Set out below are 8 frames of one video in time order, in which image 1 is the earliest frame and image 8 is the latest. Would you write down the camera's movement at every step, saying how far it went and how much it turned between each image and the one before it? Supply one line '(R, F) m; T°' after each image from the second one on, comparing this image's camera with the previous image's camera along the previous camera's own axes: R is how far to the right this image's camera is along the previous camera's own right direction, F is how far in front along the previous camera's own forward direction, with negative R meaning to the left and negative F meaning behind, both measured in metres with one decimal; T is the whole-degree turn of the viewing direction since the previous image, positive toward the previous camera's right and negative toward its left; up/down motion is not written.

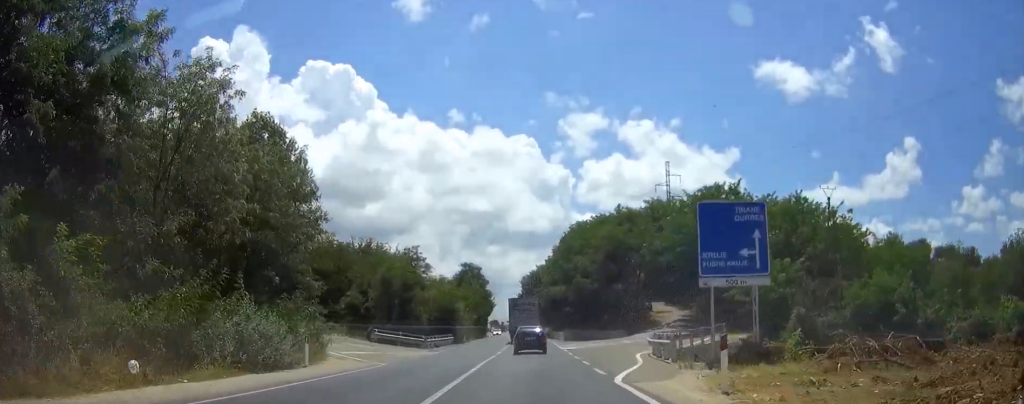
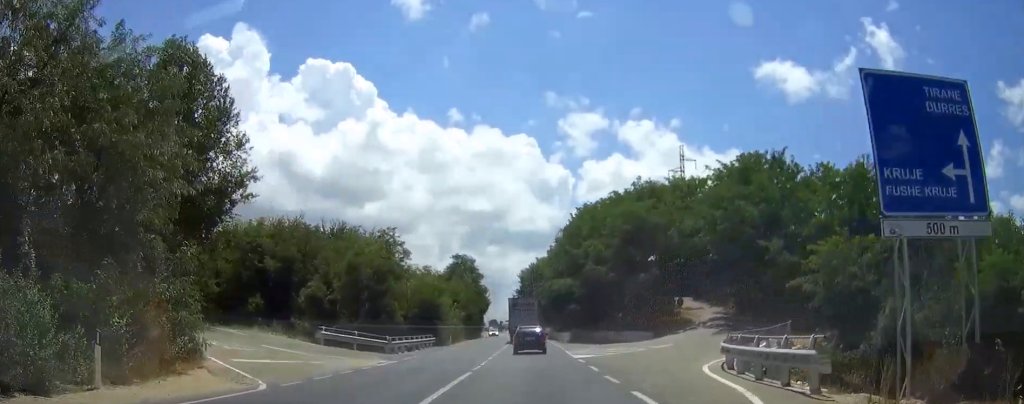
(0.0, +12.6) m; 0°
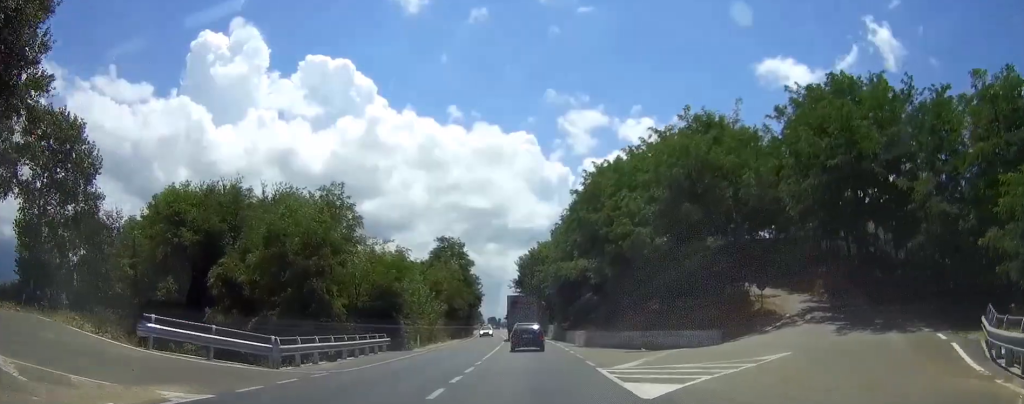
(0.0, +17.5) m; 0°
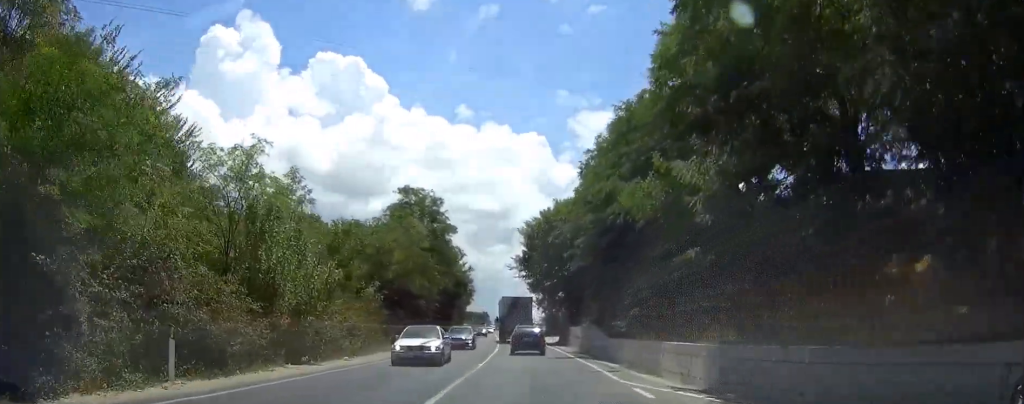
(-0.3, +31.8) m; -1°
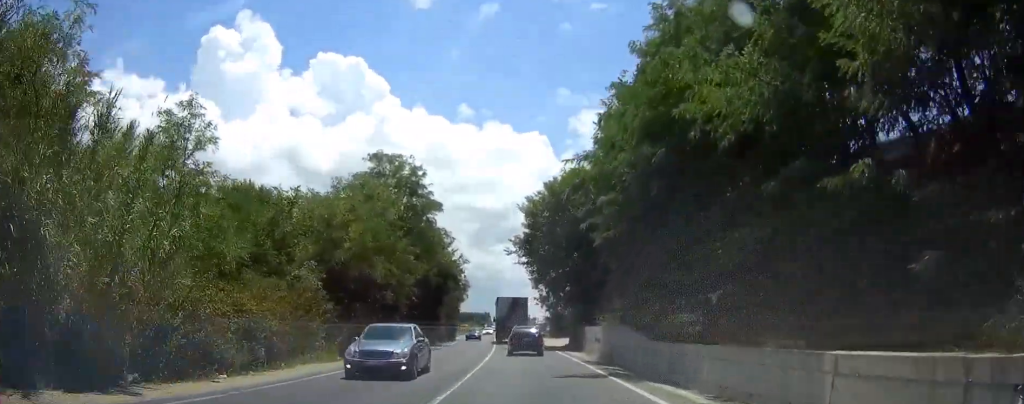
(0.0, +10.8) m; 0°
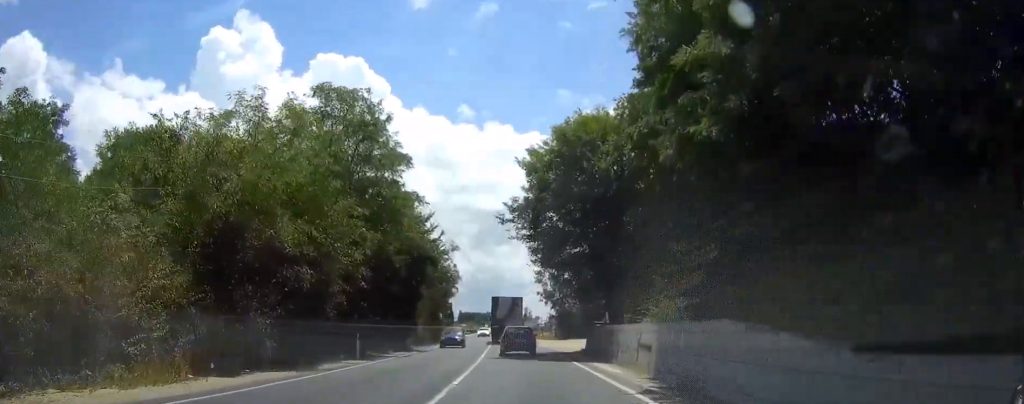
(0.0, +13.1) m; 0°
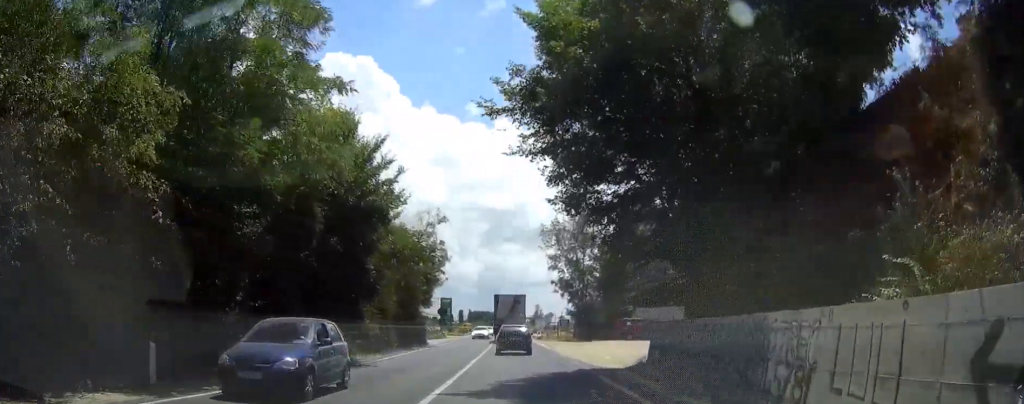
(0.0, +17.0) m; 0°
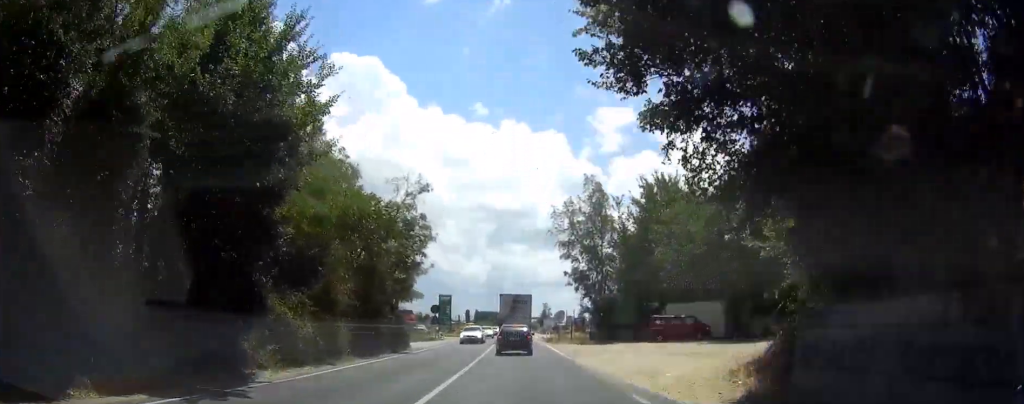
(0.0, +11.0) m; -1°
